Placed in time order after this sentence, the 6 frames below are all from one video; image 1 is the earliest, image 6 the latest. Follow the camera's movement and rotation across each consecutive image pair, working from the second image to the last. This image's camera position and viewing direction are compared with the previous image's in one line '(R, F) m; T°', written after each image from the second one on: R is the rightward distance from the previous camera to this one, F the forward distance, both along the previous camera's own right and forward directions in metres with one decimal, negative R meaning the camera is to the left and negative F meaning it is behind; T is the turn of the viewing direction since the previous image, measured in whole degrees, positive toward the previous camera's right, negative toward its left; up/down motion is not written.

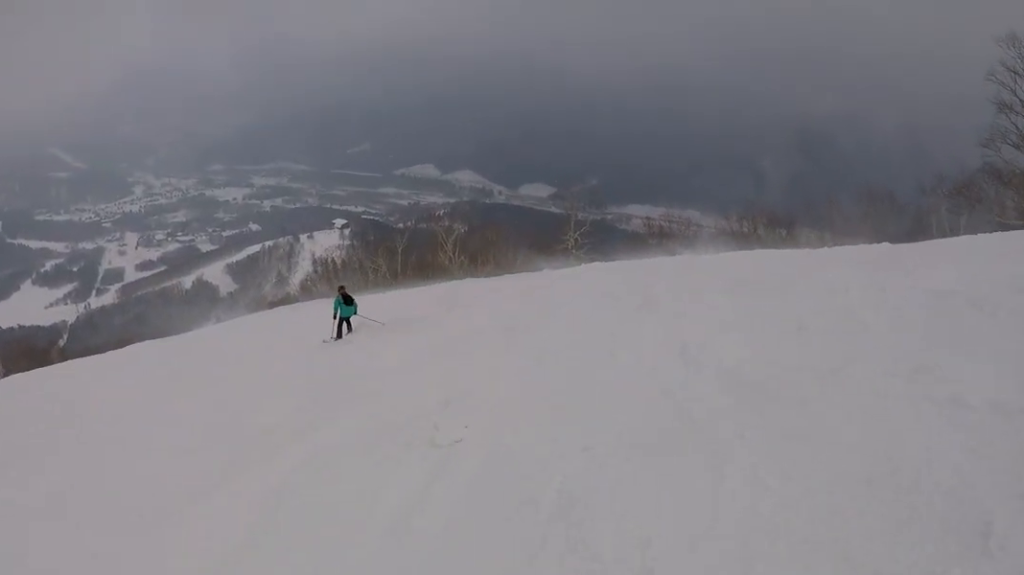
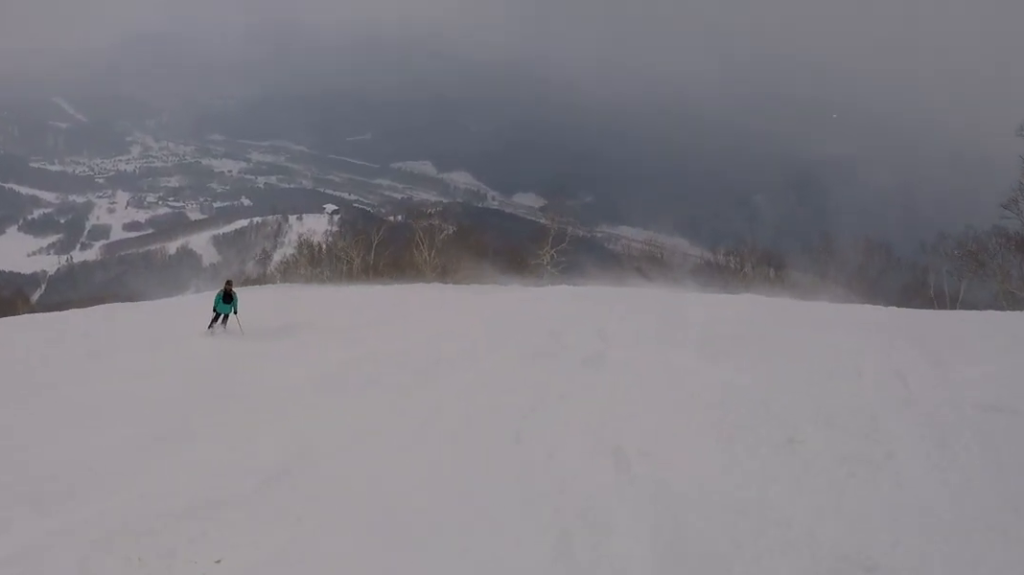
(+0.3, +2.3) m; 0°
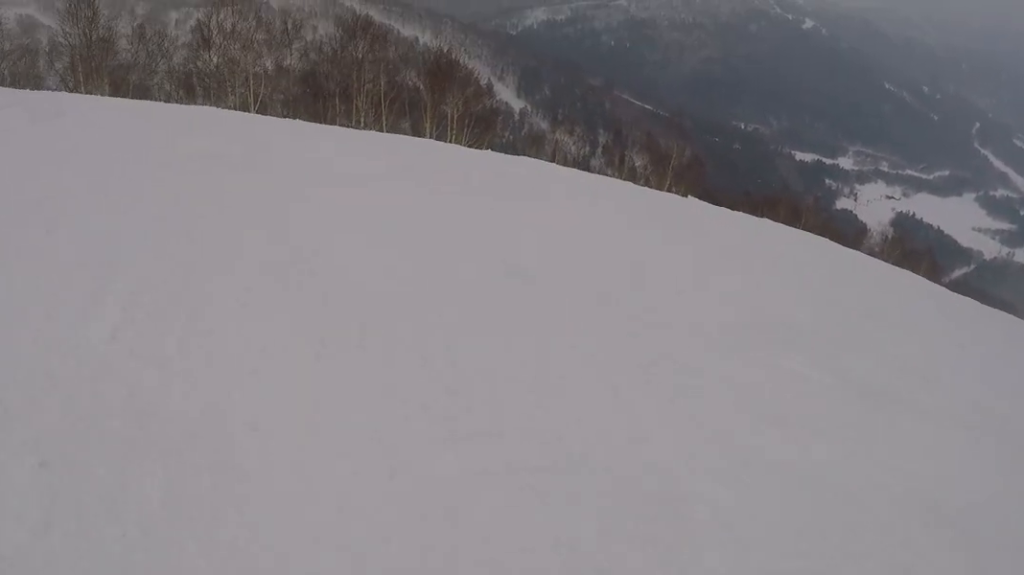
(-4.4, +8.5) m; -58°
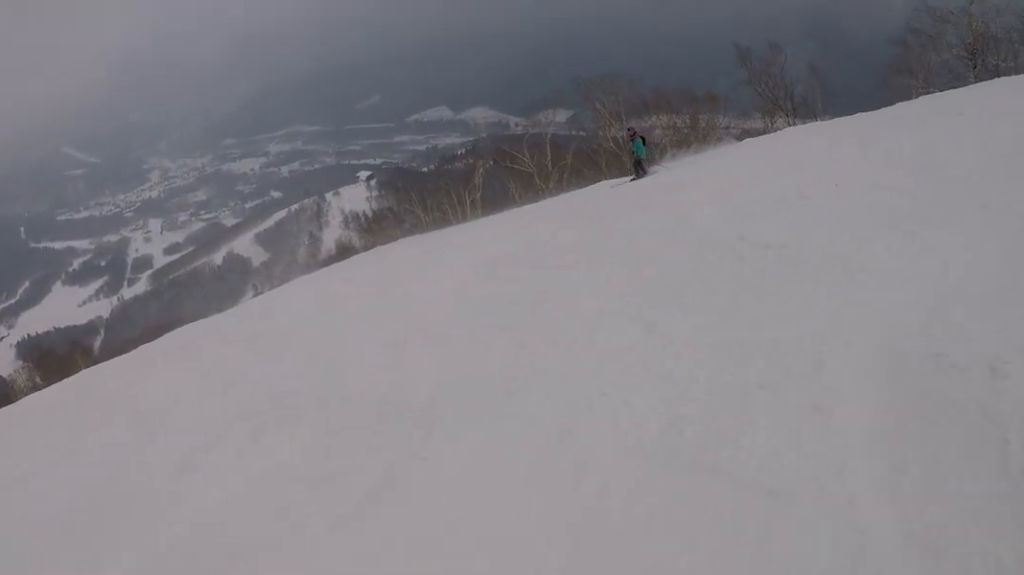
(+2.8, +9.1) m; +49°
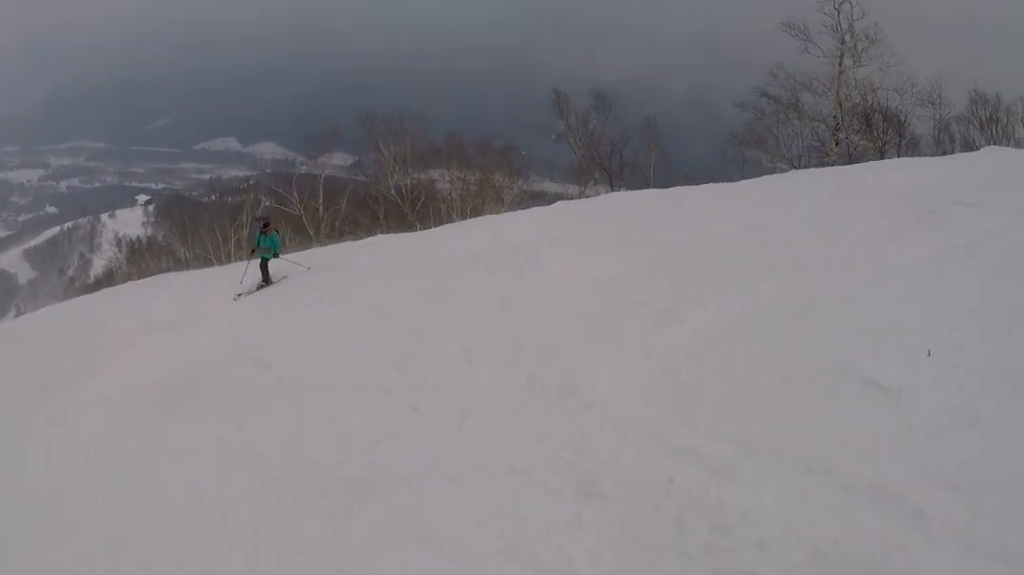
(+1.4, +4.9) m; +21°
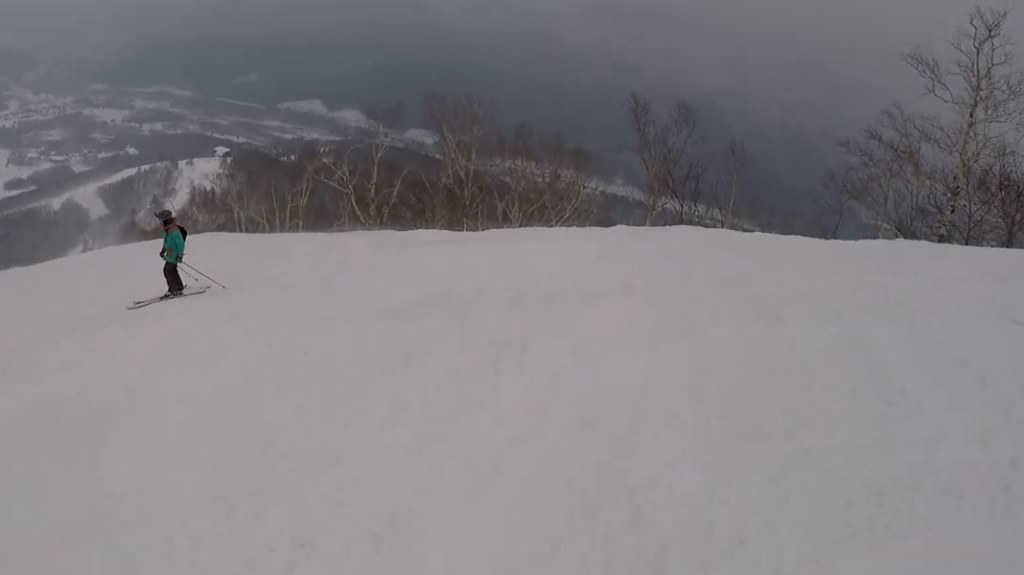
(+0.2, +2.5) m; -7°
